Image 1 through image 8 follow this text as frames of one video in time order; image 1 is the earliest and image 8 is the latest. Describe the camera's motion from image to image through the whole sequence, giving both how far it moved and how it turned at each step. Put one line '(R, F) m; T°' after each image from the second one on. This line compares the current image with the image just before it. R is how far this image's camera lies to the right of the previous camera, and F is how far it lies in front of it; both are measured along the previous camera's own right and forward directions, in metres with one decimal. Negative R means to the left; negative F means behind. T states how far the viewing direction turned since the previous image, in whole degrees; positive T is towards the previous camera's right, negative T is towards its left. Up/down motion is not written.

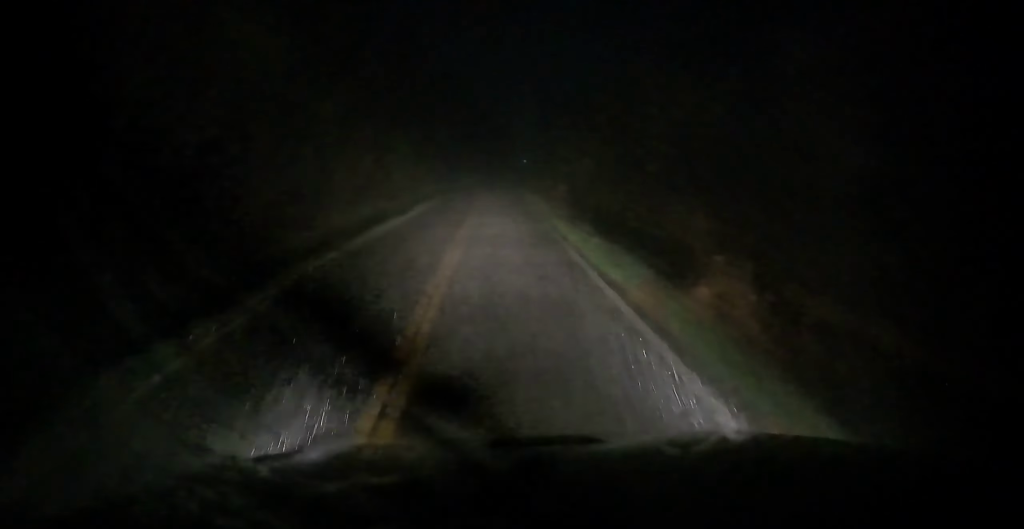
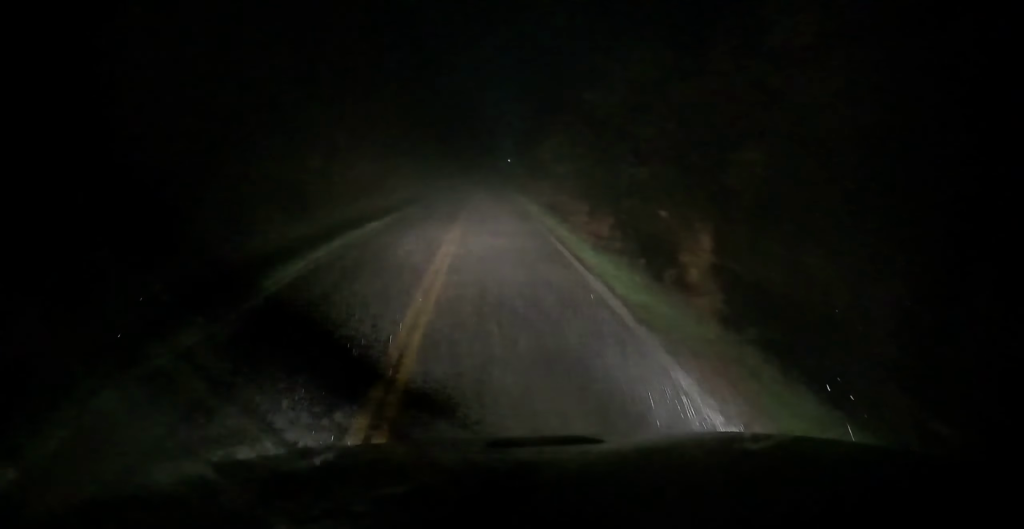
(+0.7, +26.6) m; +4°
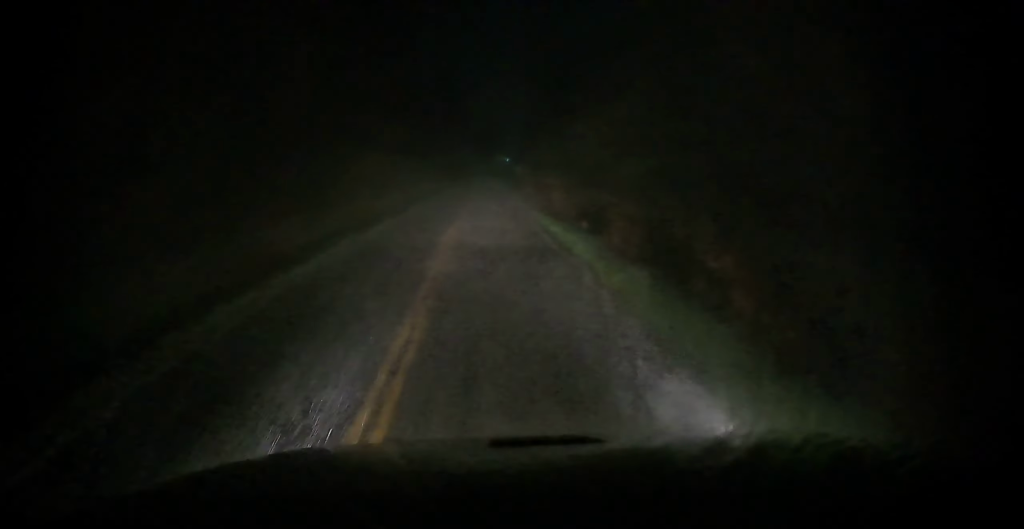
(+0.5, +23.4) m; +2°
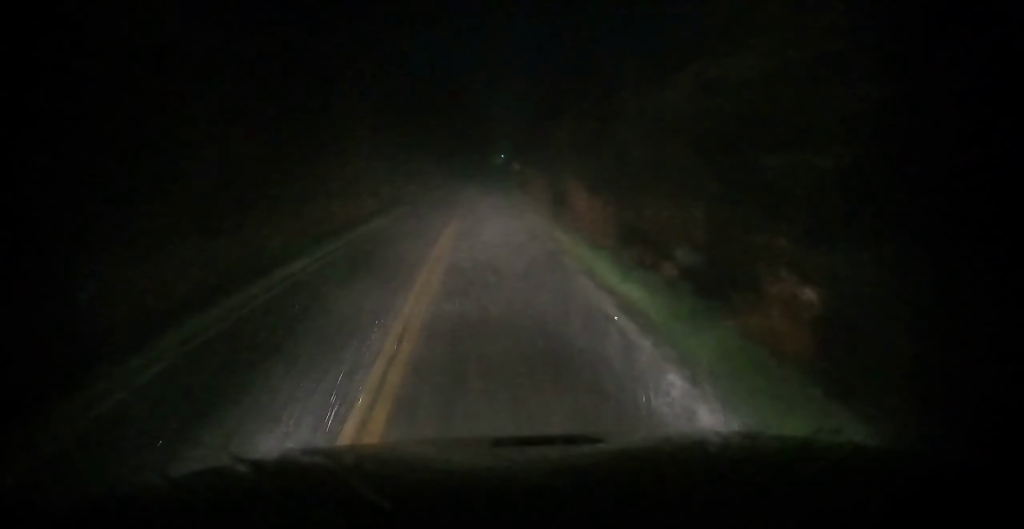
(+0.1, +10.4) m; 0°
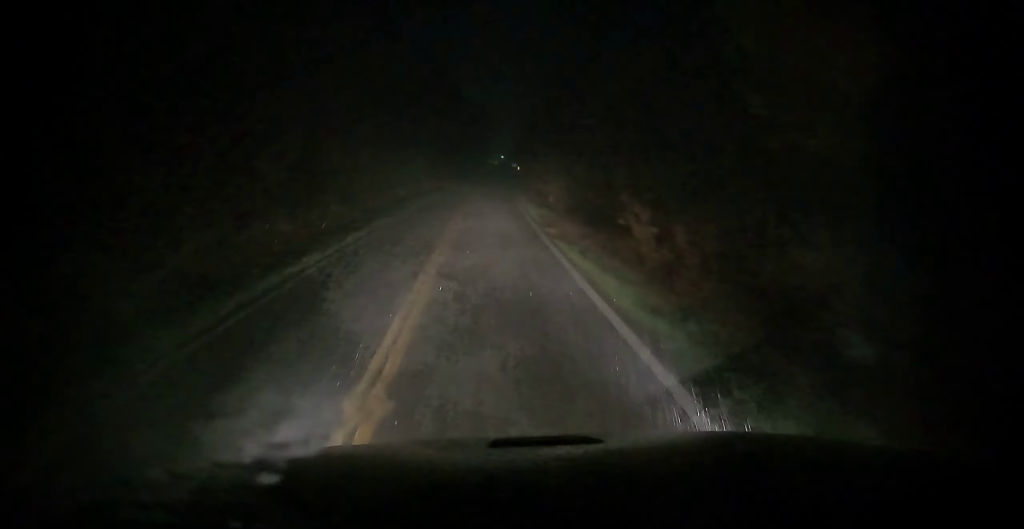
(+0.3, +10.2) m; -1°
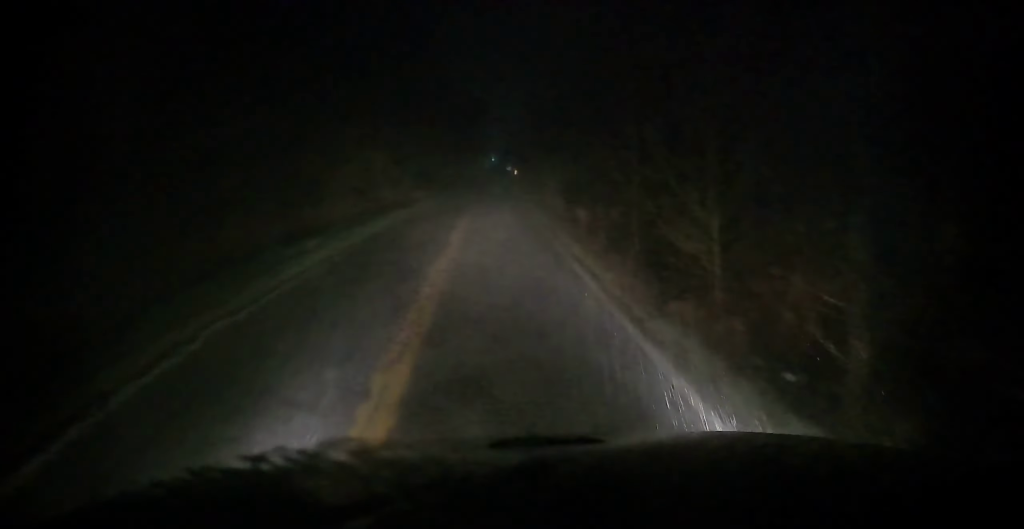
(0.0, +28.9) m; +1°
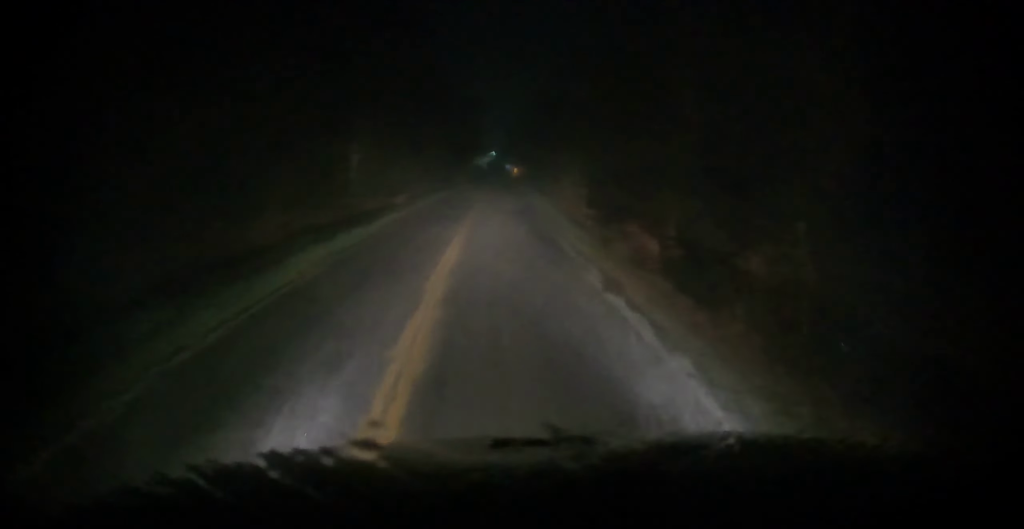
(0.0, +11.0) m; 0°
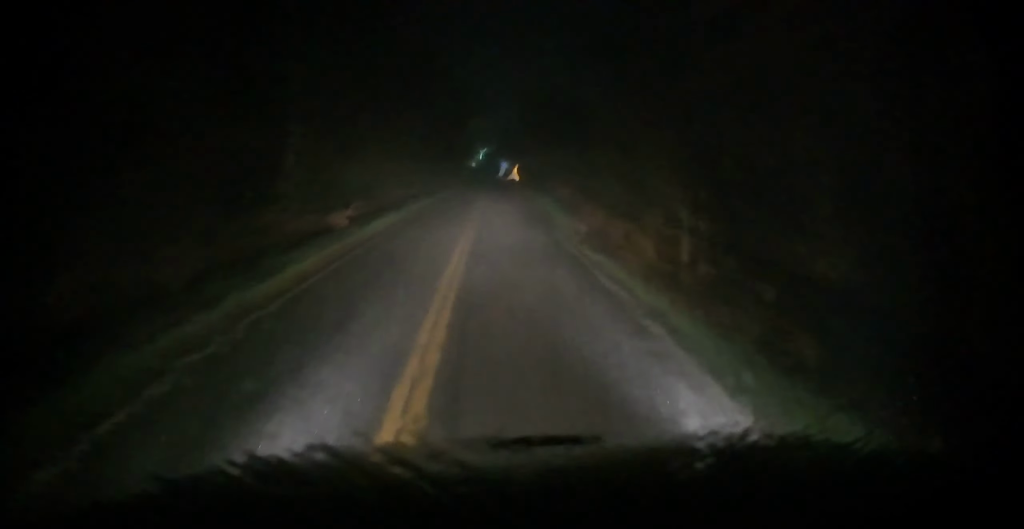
(-0.2, +15.7) m; 0°
